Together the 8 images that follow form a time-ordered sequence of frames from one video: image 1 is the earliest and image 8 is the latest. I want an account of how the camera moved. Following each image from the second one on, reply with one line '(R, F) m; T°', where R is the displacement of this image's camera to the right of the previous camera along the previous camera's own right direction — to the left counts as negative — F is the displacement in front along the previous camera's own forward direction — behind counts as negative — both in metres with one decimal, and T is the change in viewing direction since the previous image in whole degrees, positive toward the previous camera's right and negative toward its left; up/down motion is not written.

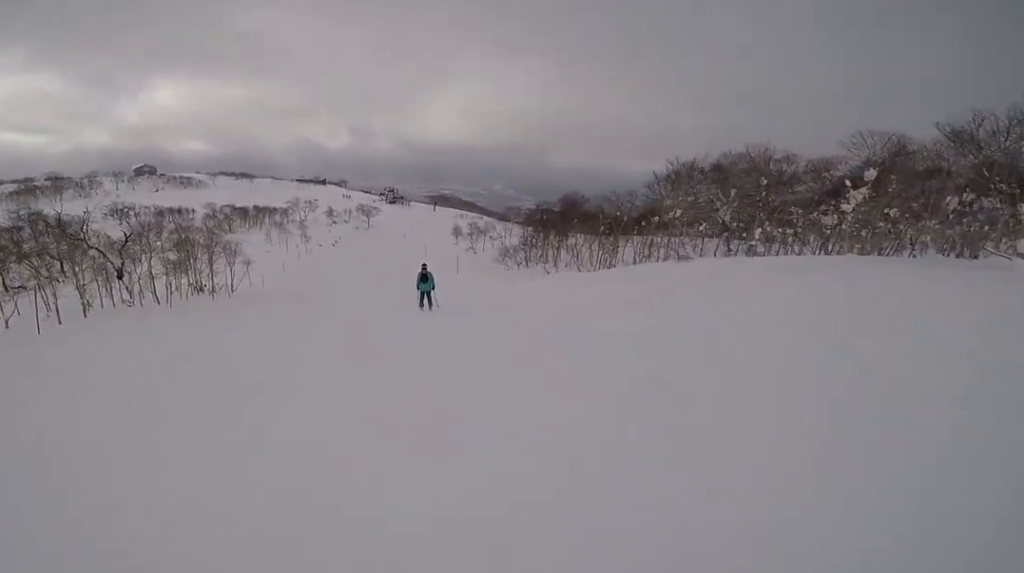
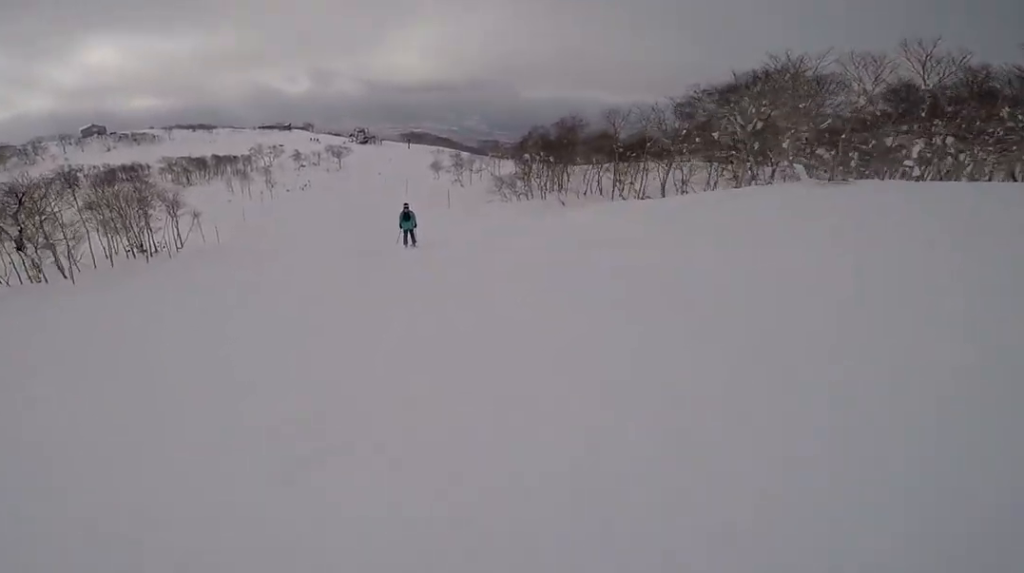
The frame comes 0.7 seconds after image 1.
(-0.1, +5.9) m; -4°
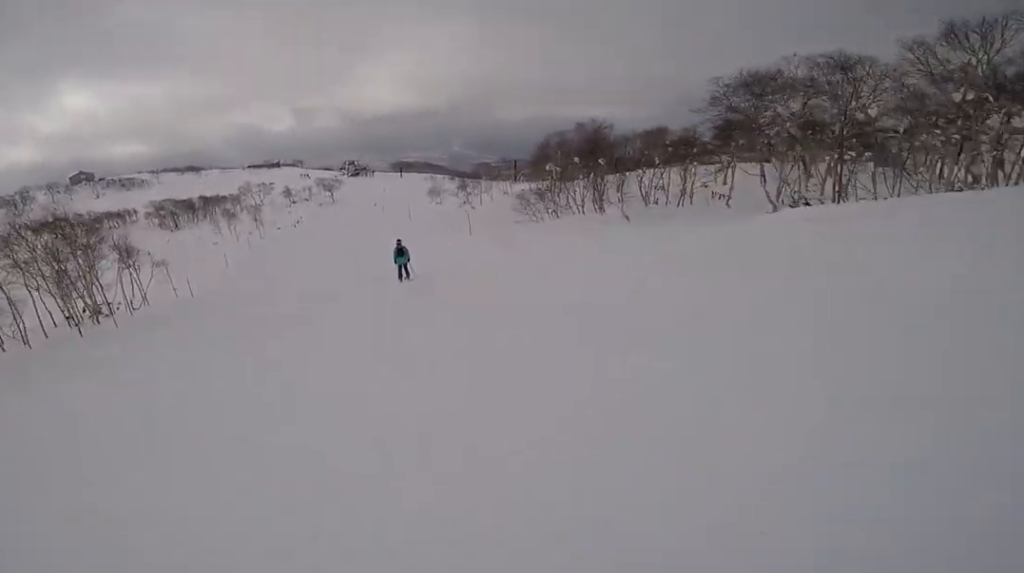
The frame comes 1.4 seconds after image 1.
(-0.4, +7.2) m; -3°
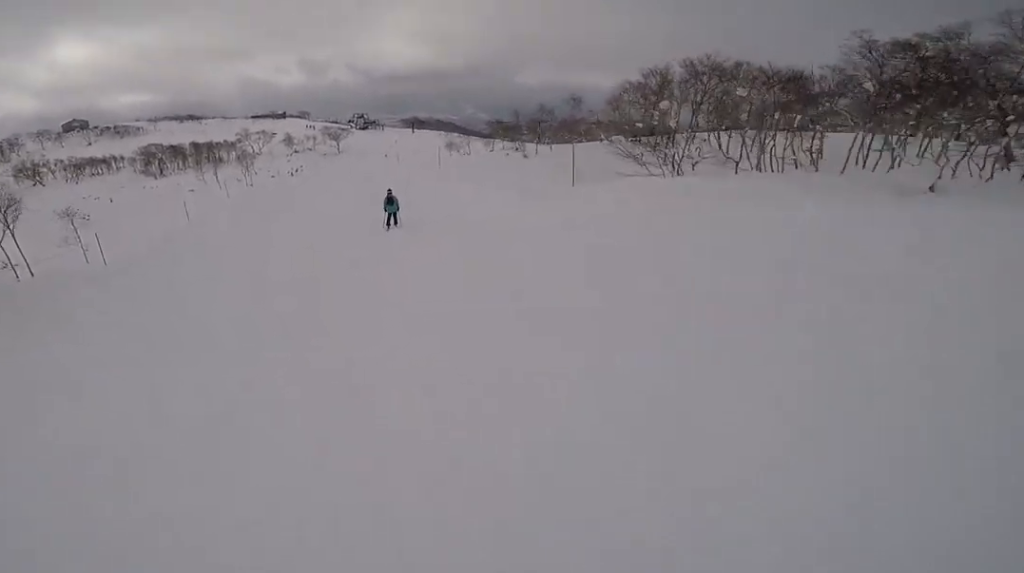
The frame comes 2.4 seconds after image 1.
(-0.4, +11.3) m; -2°
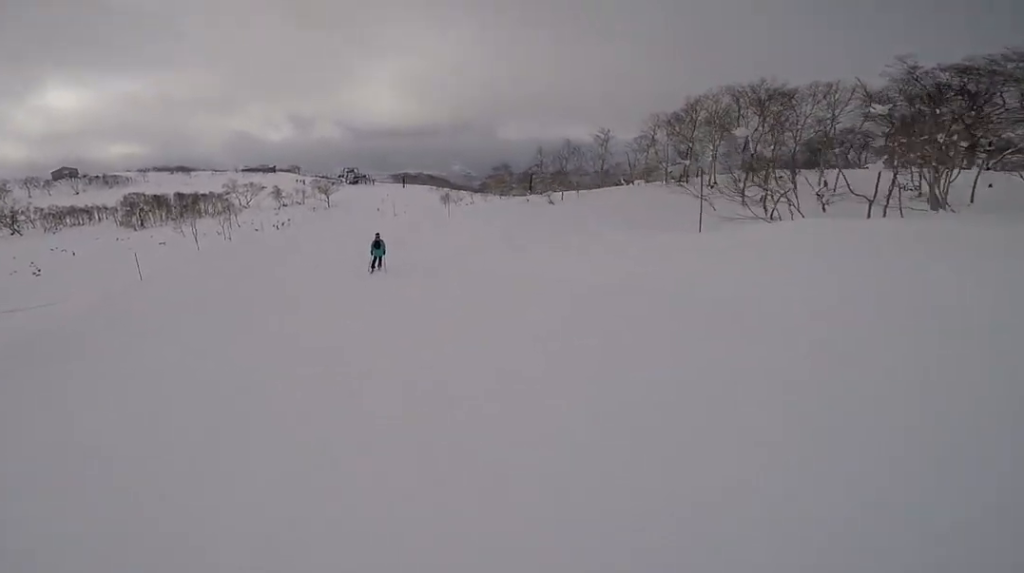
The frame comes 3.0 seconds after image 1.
(0.0, +6.2) m; 0°
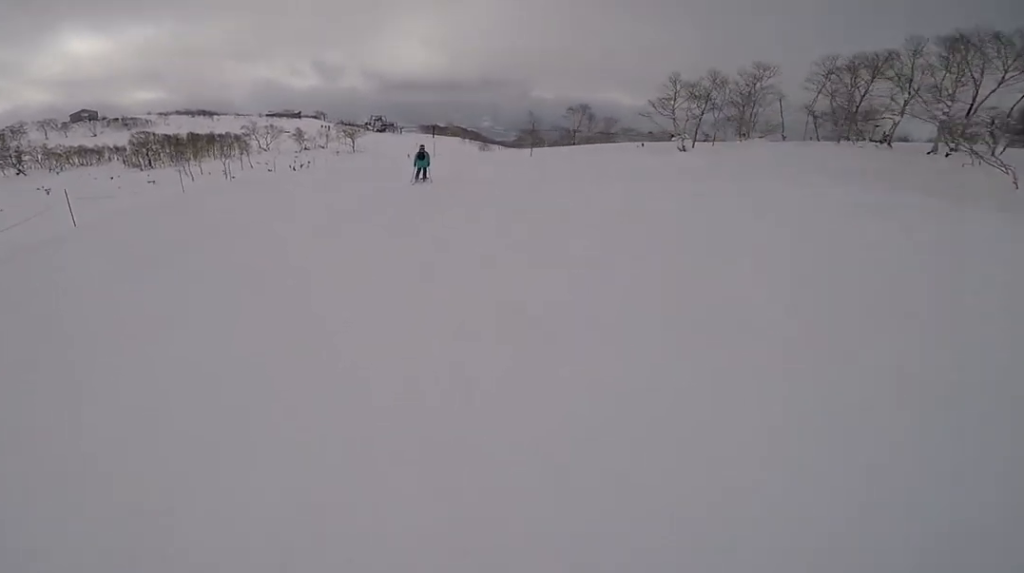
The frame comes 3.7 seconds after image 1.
(0.0, +8.1) m; 0°
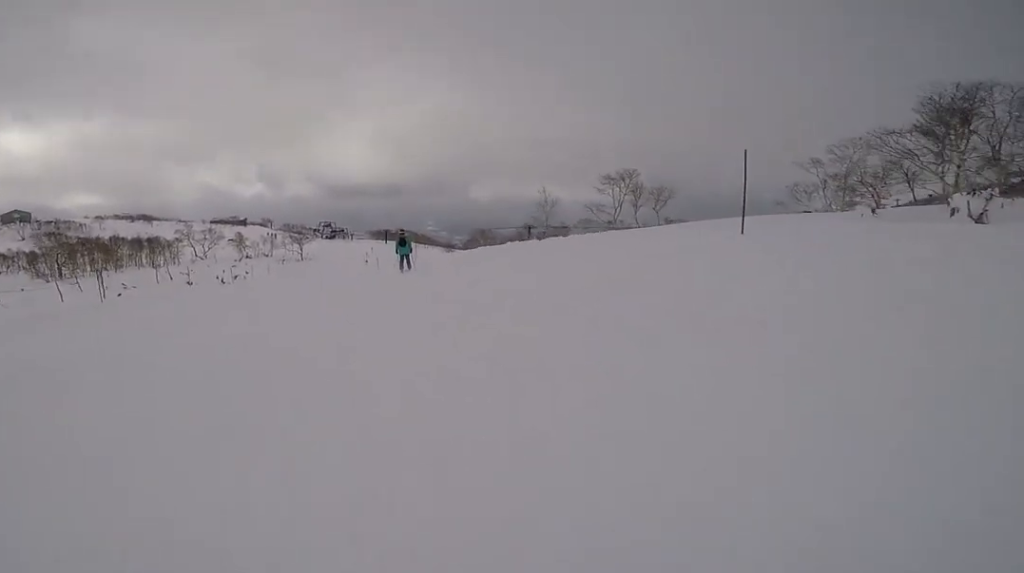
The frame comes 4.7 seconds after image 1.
(+0.2, +12.3) m; +7°
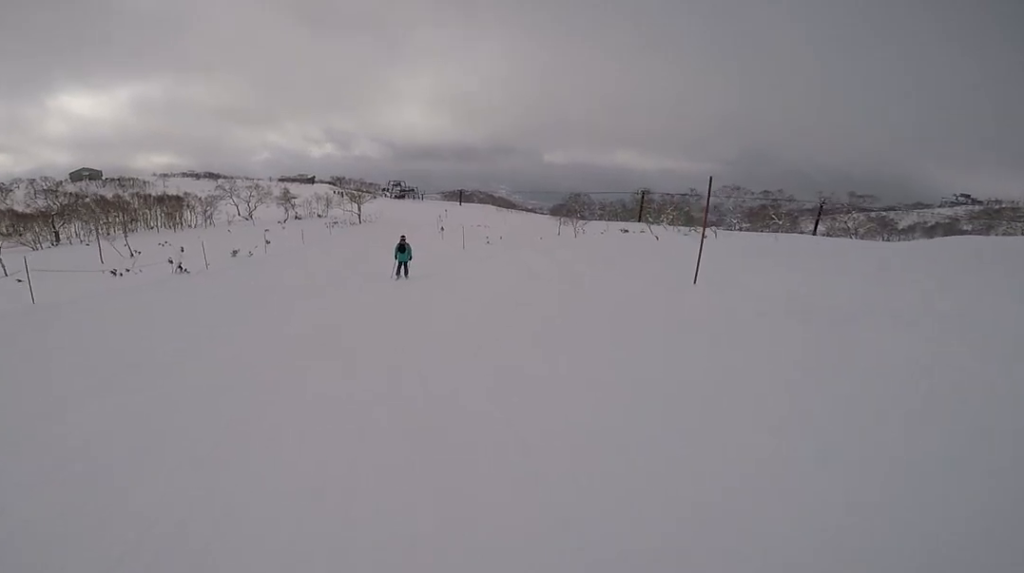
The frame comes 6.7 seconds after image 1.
(+0.6, +21.6) m; -5°
